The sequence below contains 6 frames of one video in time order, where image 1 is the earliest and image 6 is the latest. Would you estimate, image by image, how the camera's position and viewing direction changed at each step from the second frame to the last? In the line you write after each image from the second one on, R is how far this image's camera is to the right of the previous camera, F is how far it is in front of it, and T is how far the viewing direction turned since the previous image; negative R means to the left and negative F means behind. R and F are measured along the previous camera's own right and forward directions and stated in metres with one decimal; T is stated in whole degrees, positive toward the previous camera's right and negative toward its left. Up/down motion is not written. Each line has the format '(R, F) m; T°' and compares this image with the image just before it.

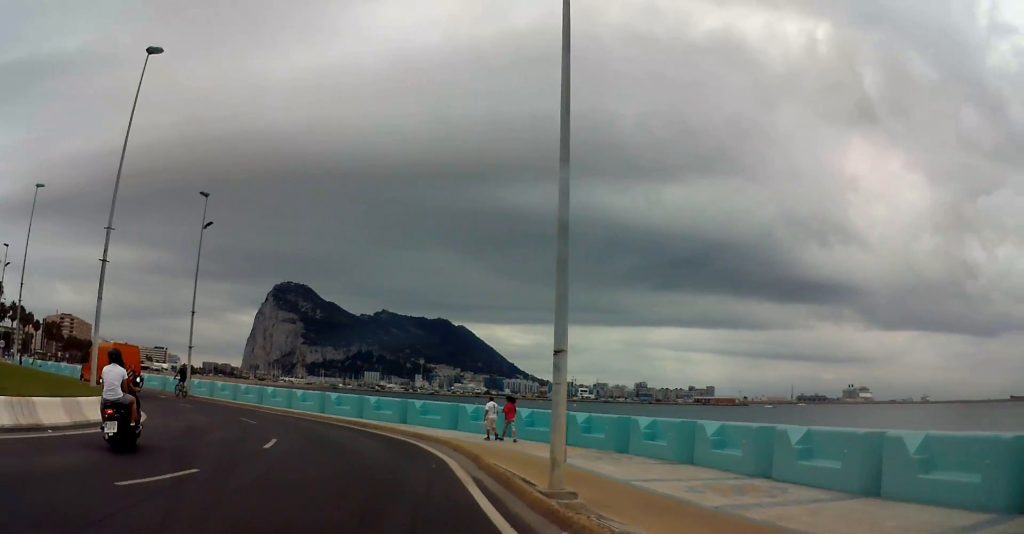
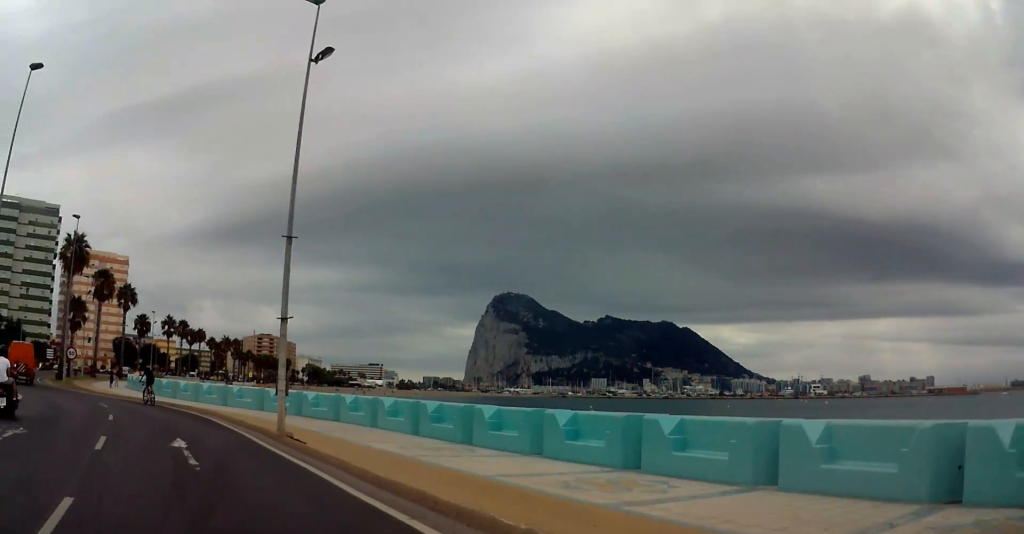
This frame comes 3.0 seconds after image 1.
(-4.2, +23.5) m; -30°
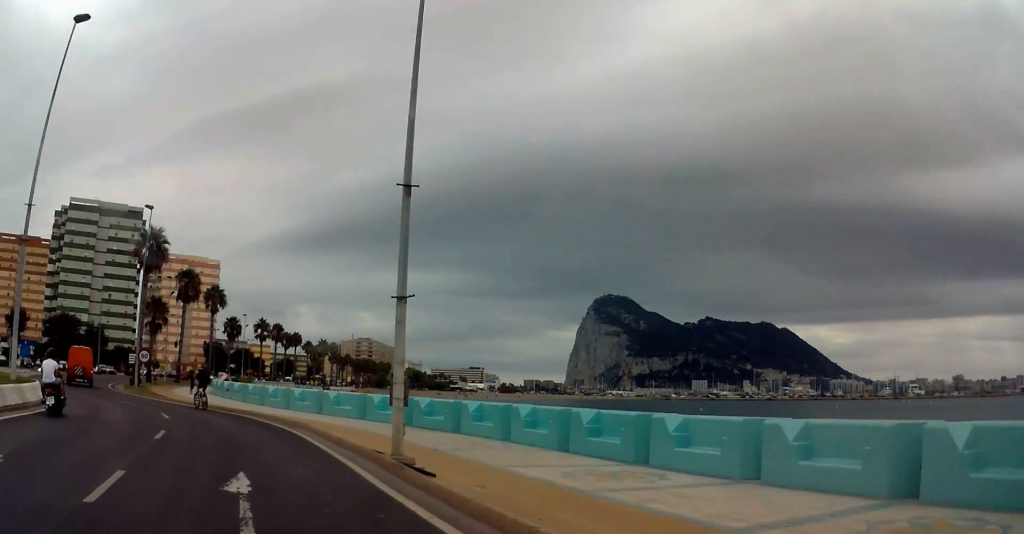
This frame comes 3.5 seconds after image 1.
(-0.2, +4.6) m; -2°
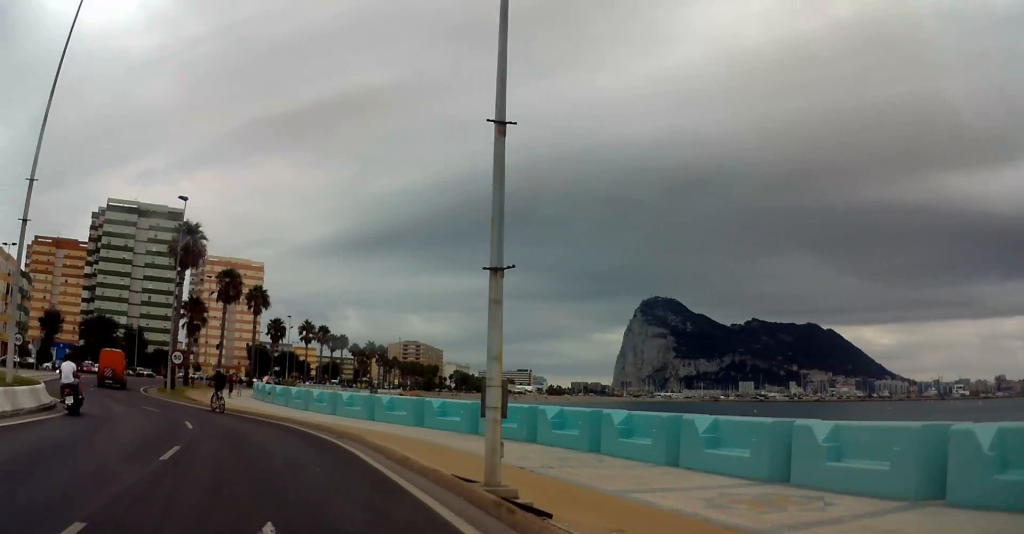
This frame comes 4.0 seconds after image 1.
(-0.1, +3.7) m; -1°
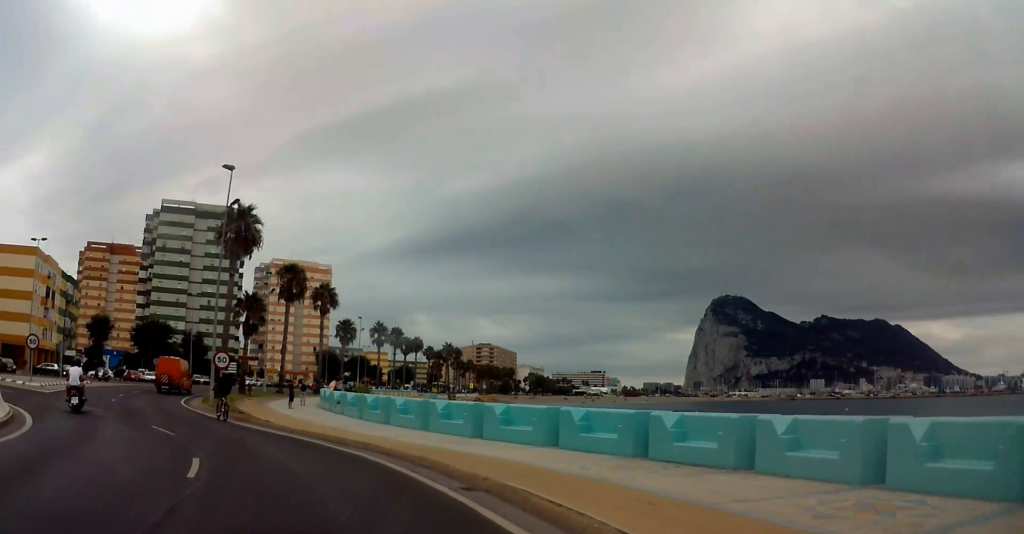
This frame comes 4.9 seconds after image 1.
(0.0, +7.6) m; -7°
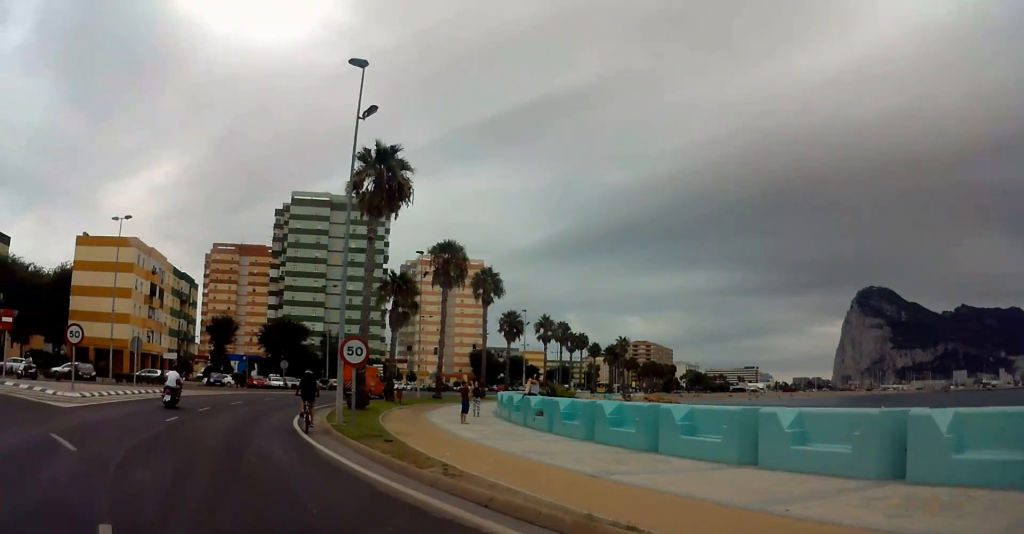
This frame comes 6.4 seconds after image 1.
(-1.5, +12.6) m; -7°
